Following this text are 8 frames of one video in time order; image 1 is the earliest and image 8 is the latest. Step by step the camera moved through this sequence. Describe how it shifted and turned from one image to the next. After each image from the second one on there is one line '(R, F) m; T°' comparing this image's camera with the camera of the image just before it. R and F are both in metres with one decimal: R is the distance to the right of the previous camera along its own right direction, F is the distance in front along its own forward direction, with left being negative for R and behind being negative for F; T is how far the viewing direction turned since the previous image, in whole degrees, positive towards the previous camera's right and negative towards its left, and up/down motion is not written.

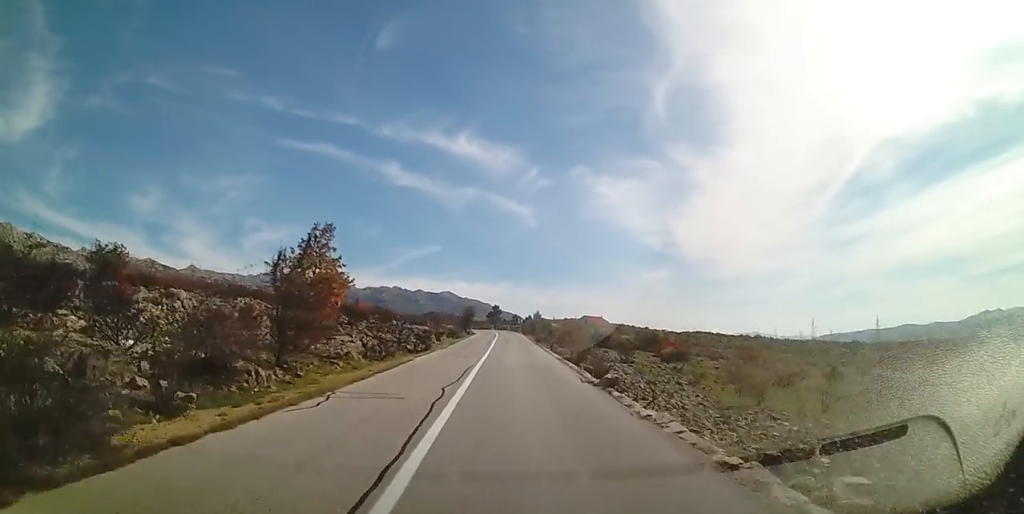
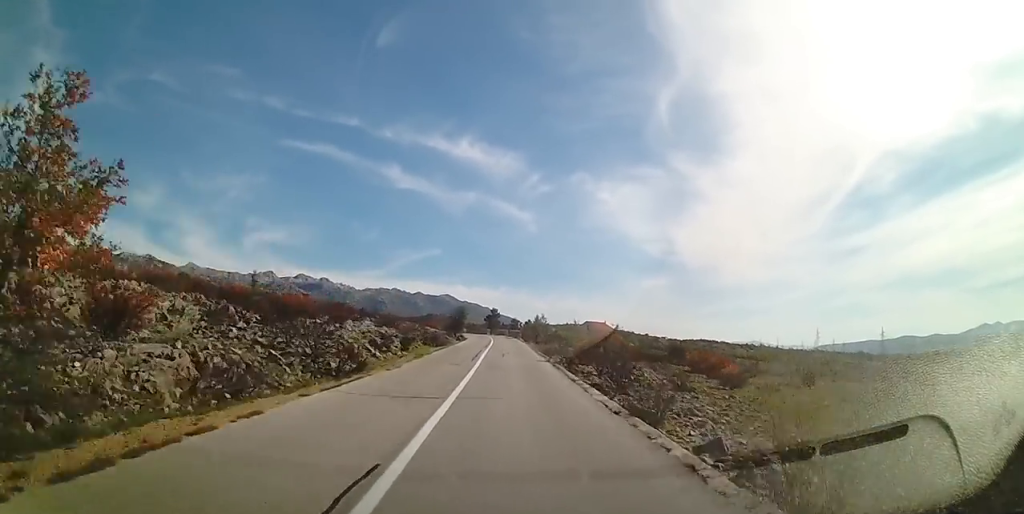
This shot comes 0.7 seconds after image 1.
(-0.4, +11.7) m; 0°
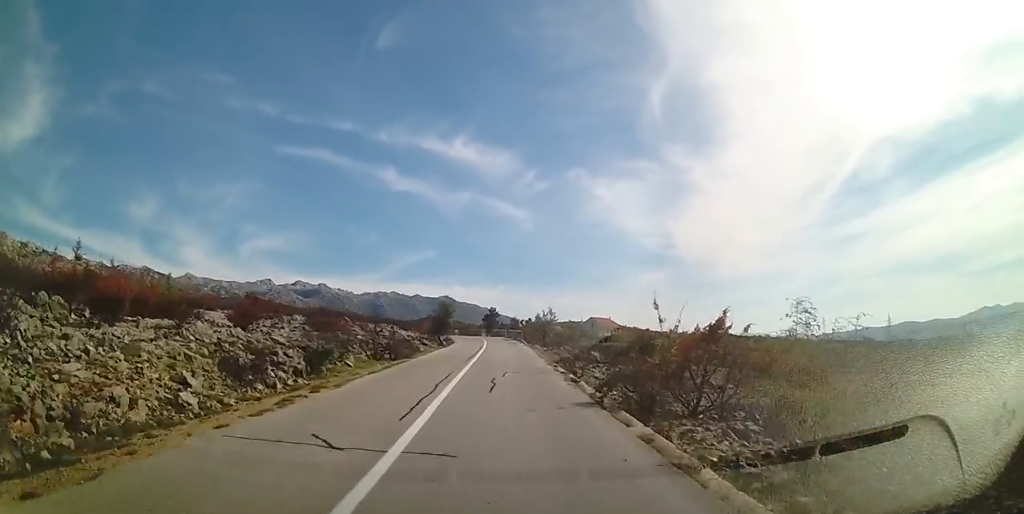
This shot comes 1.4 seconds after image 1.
(+0.2, +12.9) m; +1°
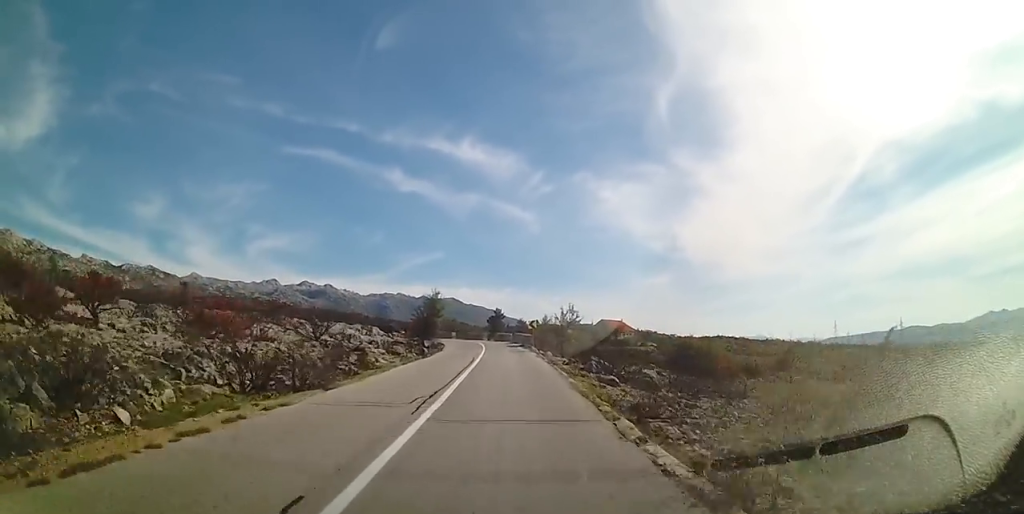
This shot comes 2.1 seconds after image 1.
(+0.1, +11.4) m; 0°
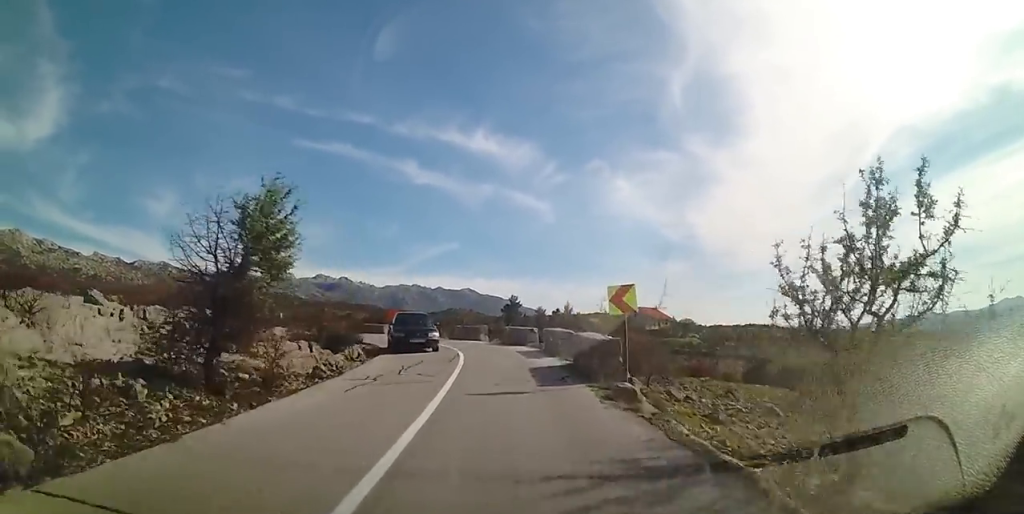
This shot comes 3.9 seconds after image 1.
(-1.3, +26.7) m; -6°
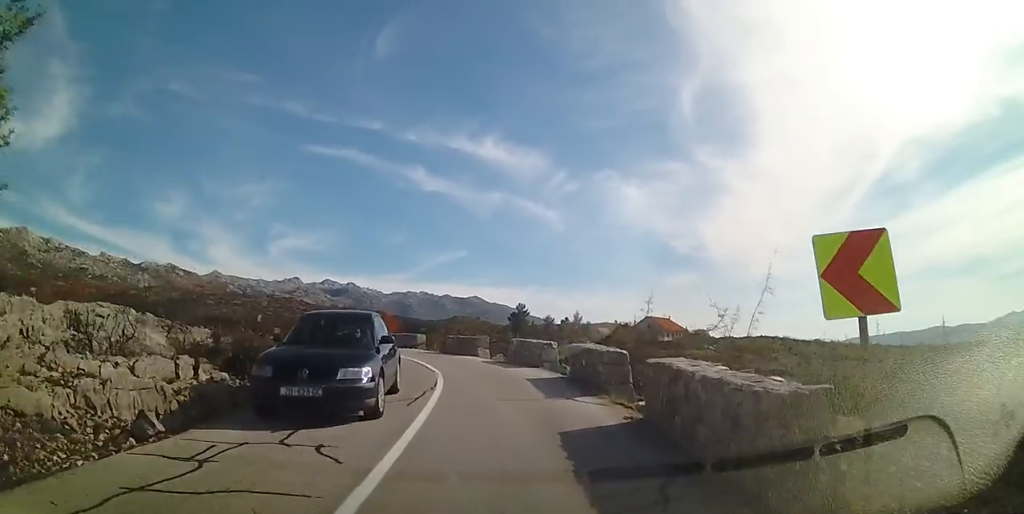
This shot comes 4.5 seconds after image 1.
(-0.1, +7.2) m; +1°
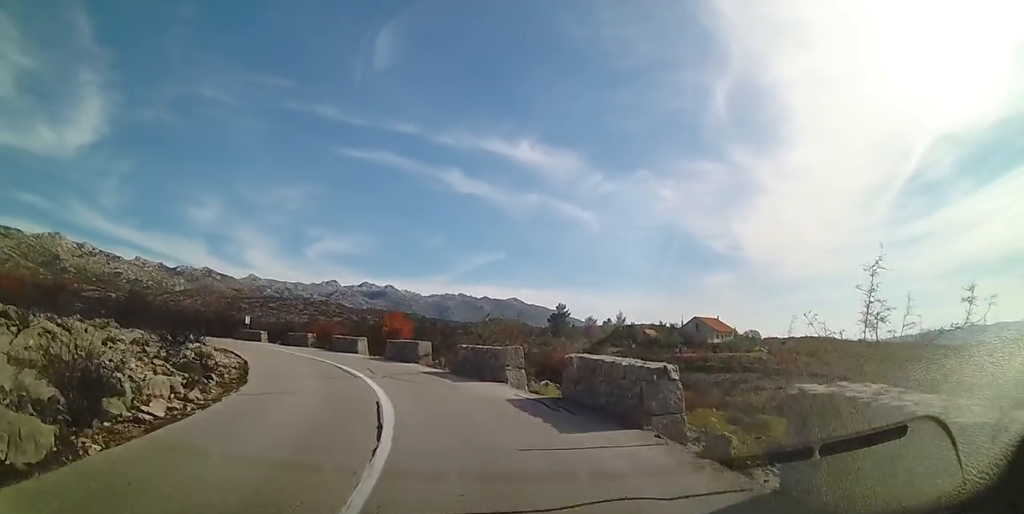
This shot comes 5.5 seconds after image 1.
(+0.2, +9.9) m; -5°
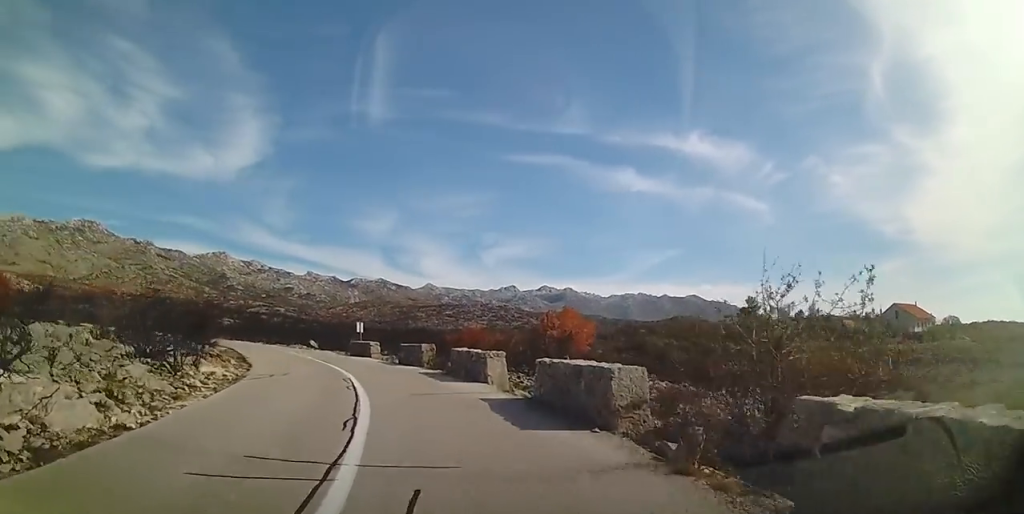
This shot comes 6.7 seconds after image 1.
(-1.6, +12.5) m; -17°
